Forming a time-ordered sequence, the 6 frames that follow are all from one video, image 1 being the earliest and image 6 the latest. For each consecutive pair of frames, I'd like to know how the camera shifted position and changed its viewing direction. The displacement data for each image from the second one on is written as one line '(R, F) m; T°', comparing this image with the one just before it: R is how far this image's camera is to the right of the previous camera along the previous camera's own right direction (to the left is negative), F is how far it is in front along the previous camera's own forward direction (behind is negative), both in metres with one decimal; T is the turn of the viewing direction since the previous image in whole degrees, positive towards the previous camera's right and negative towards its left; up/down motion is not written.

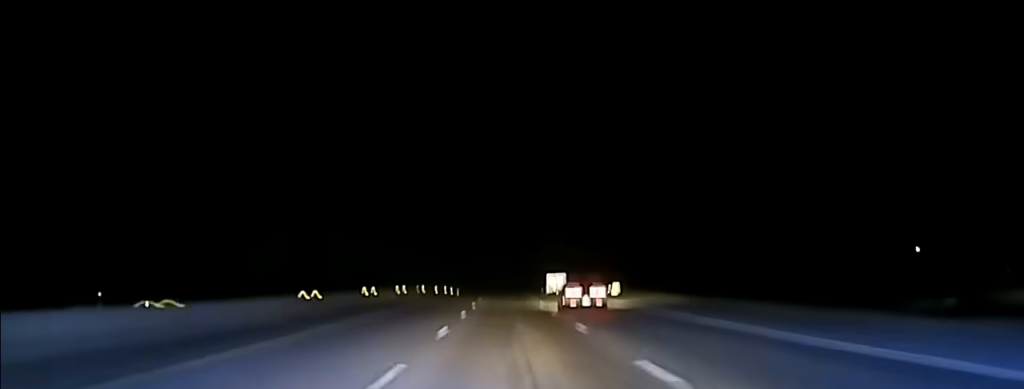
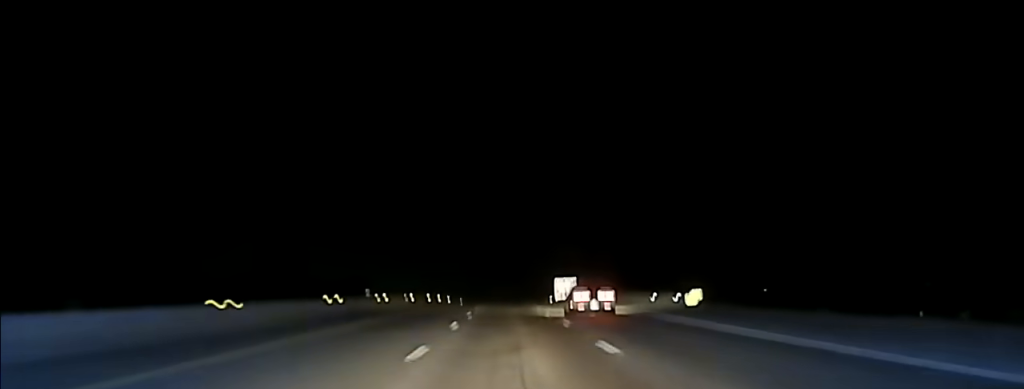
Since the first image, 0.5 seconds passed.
(0.0, +31.2) m; 0°
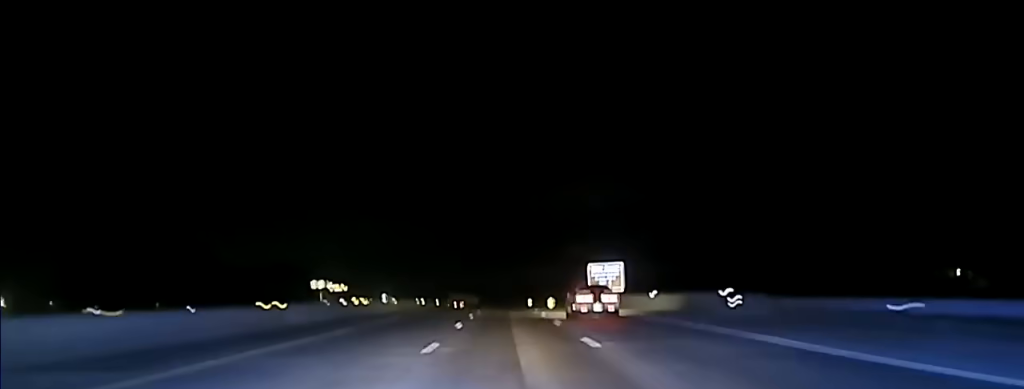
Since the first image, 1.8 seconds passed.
(-0.2, +81.5) m; 0°
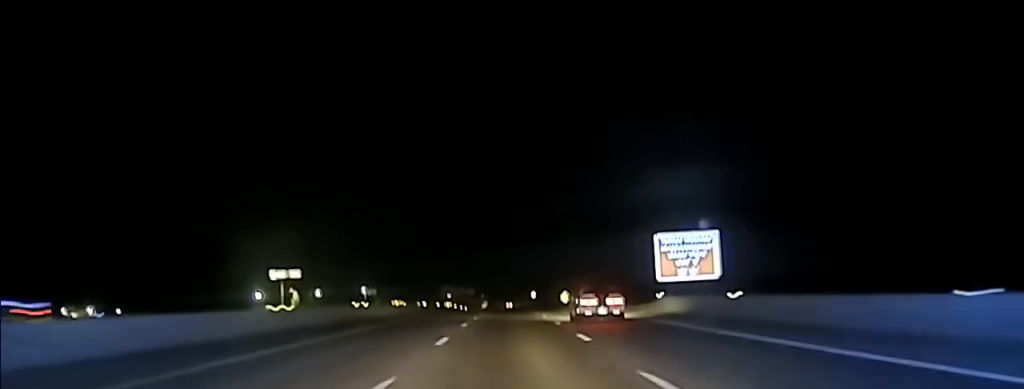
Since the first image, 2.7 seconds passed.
(-0.1, +56.6) m; 0°
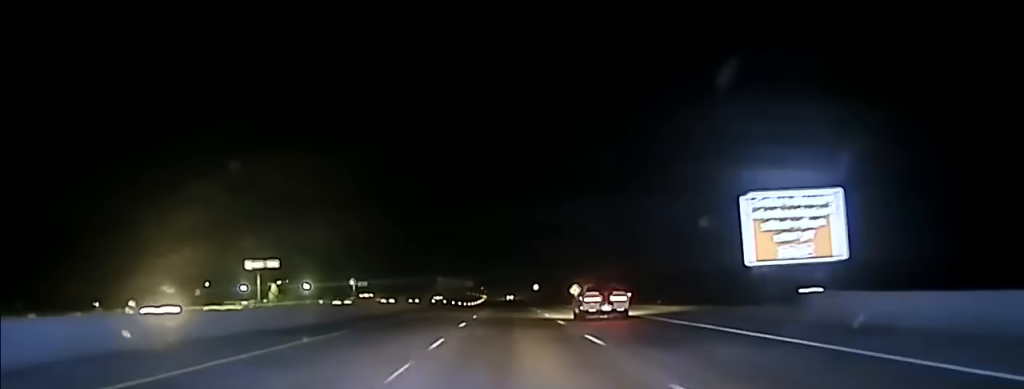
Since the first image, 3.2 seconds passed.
(+0.3, +27.2) m; 0°
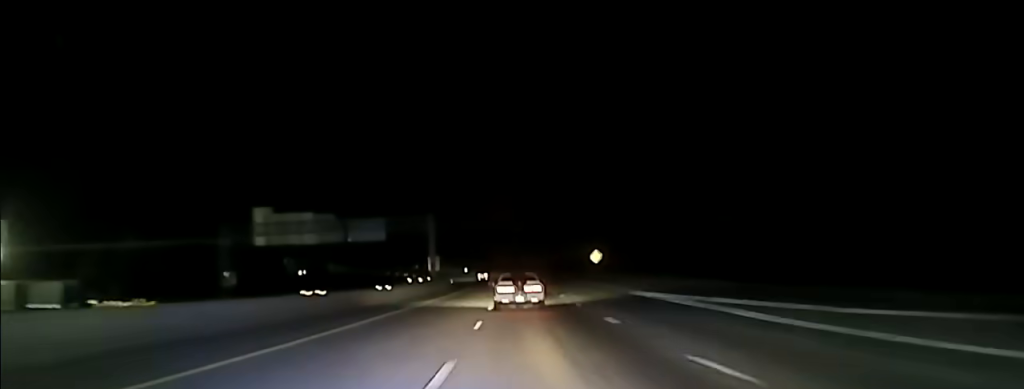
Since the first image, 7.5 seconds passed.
(0.0, +265.0) m; -1°
